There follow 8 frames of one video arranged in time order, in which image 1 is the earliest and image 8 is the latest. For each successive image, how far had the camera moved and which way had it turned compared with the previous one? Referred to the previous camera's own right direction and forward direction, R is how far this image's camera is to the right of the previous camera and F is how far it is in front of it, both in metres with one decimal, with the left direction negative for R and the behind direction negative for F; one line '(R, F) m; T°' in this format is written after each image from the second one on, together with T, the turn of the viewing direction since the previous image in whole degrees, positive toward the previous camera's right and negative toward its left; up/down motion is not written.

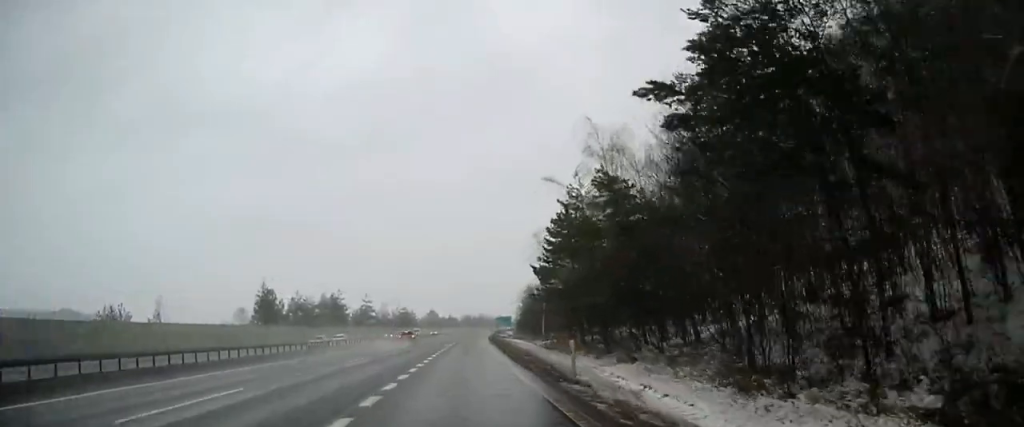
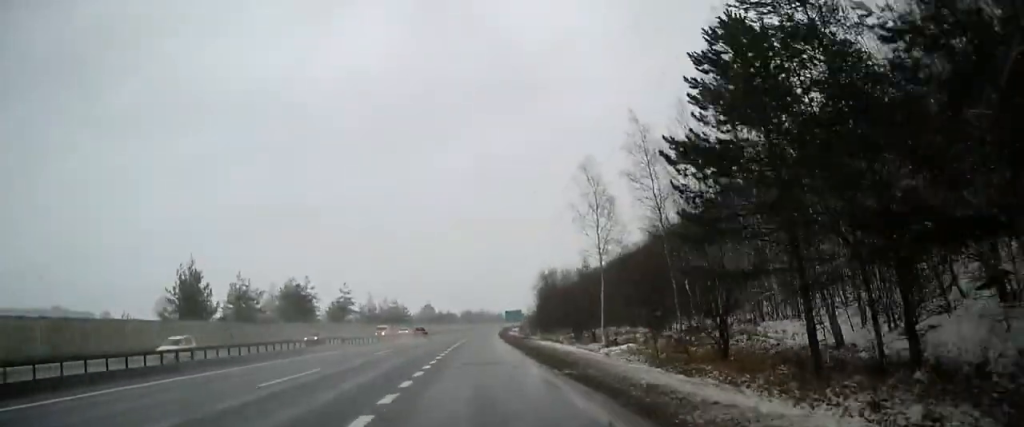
(+0.1, +29.6) m; 0°
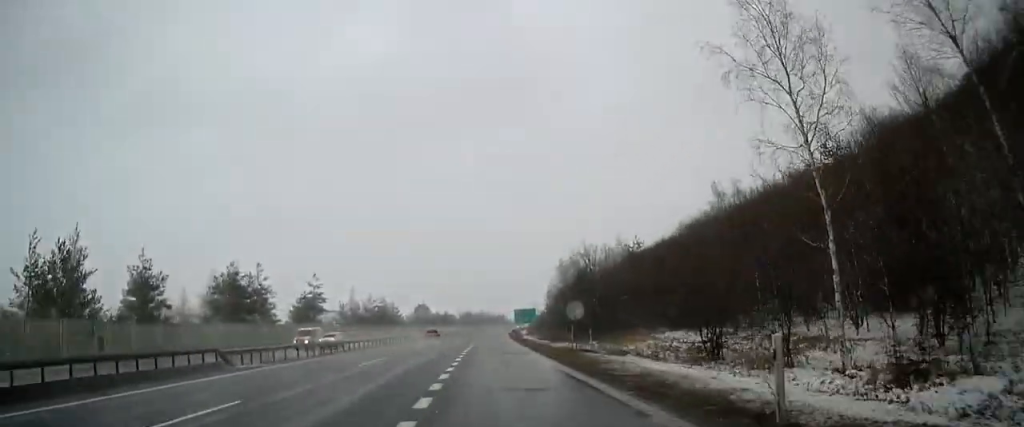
(+0.1, +27.0) m; 0°
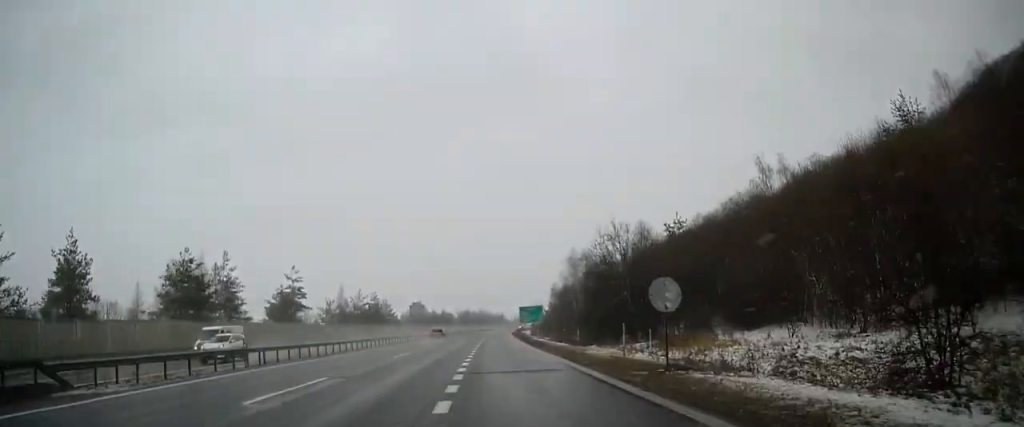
(+0.1, +12.6) m; +1°
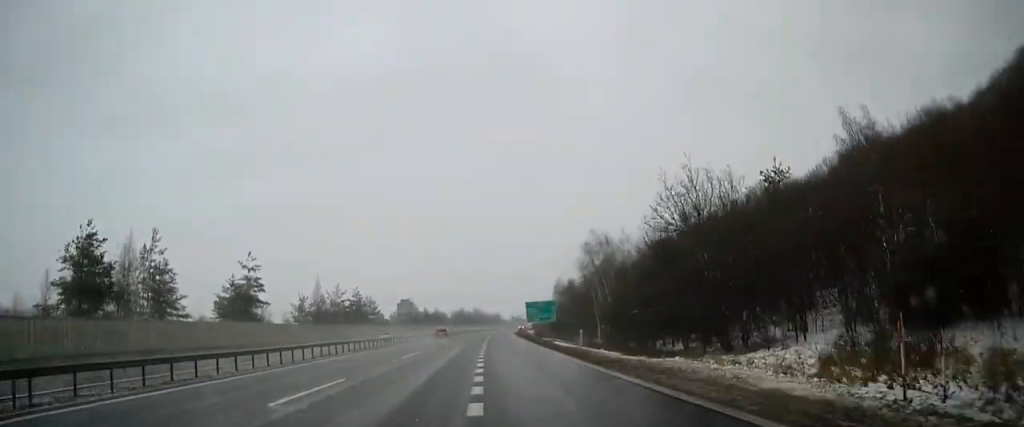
(-0.1, +17.8) m; +1°
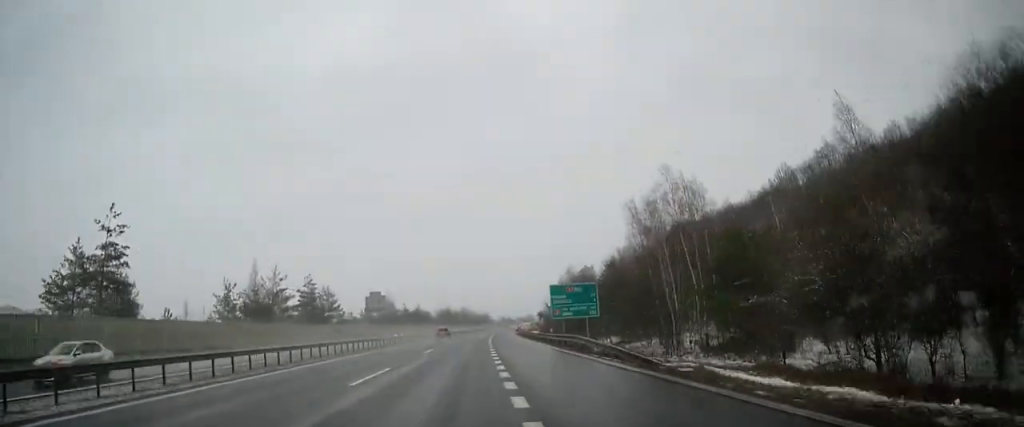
(+0.6, +31.7) m; +2°
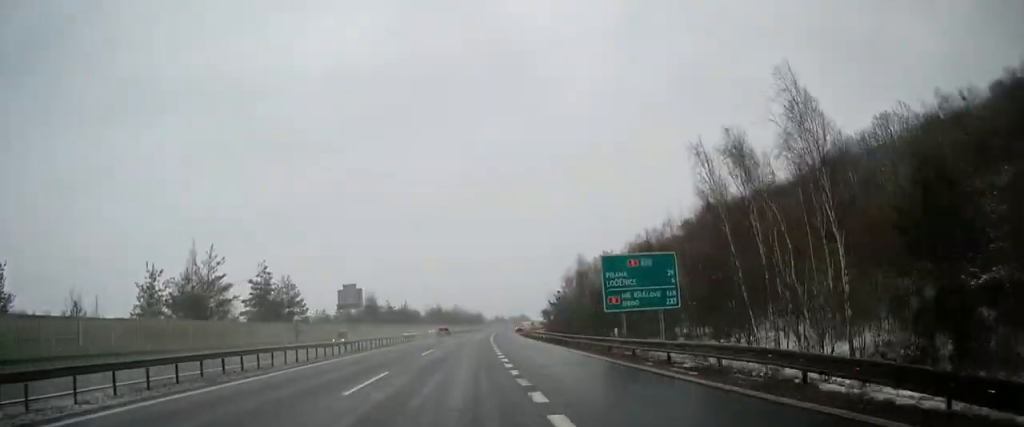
(+0.2, +20.2) m; +1°
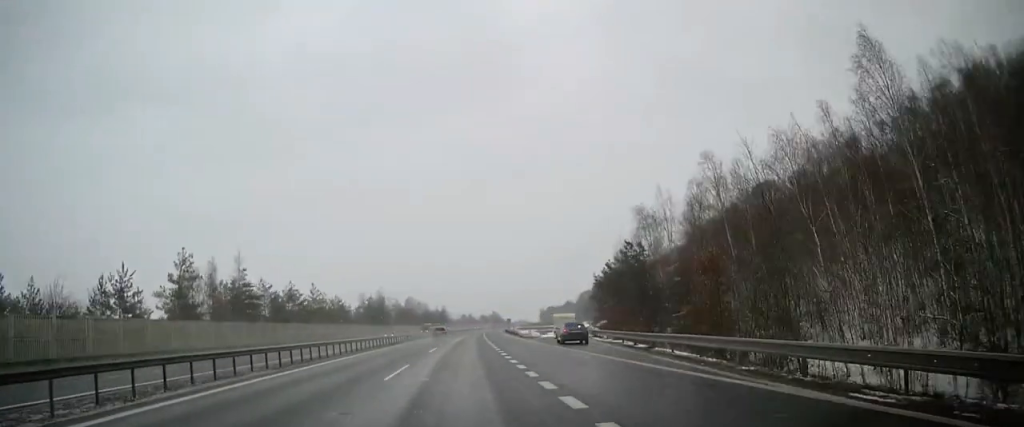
(+2.4, +86.4) m; +2°
